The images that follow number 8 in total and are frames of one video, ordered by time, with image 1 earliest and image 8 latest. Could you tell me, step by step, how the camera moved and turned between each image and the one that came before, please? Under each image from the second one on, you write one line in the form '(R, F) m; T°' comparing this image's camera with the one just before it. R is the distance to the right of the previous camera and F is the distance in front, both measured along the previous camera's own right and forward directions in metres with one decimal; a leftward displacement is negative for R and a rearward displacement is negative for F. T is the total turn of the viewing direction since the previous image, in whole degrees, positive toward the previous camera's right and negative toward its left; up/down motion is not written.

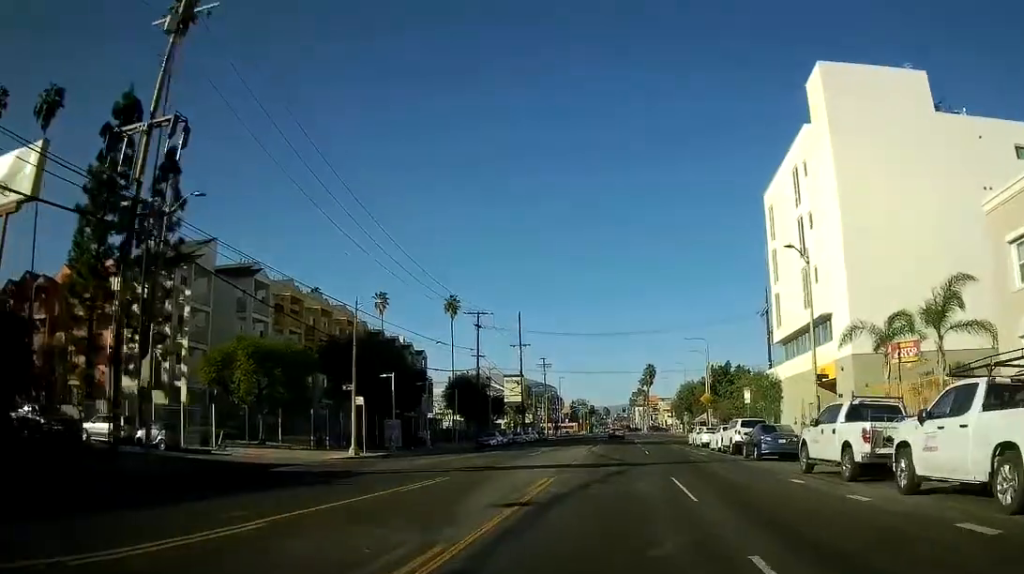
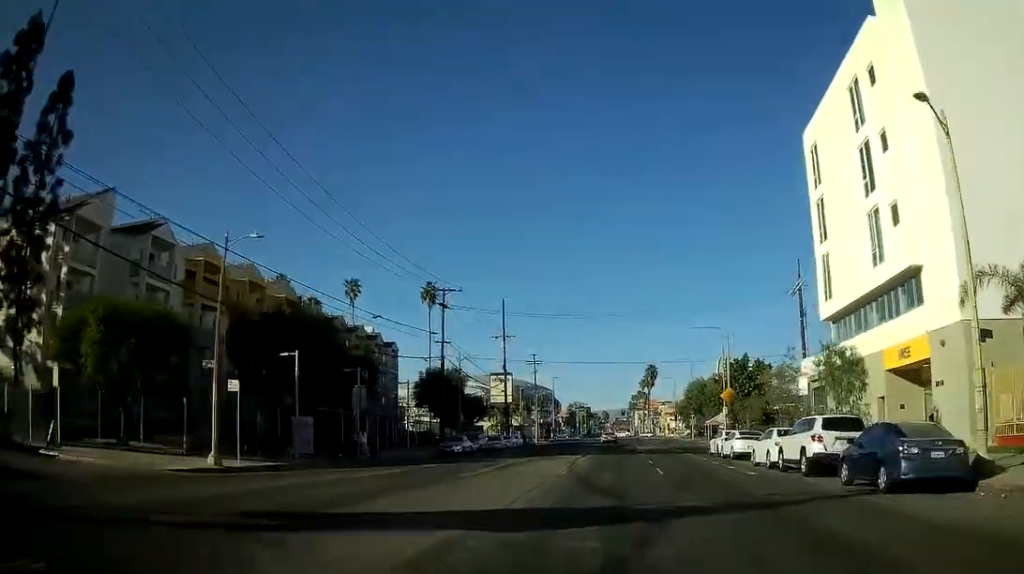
(0.0, +14.9) m; 0°
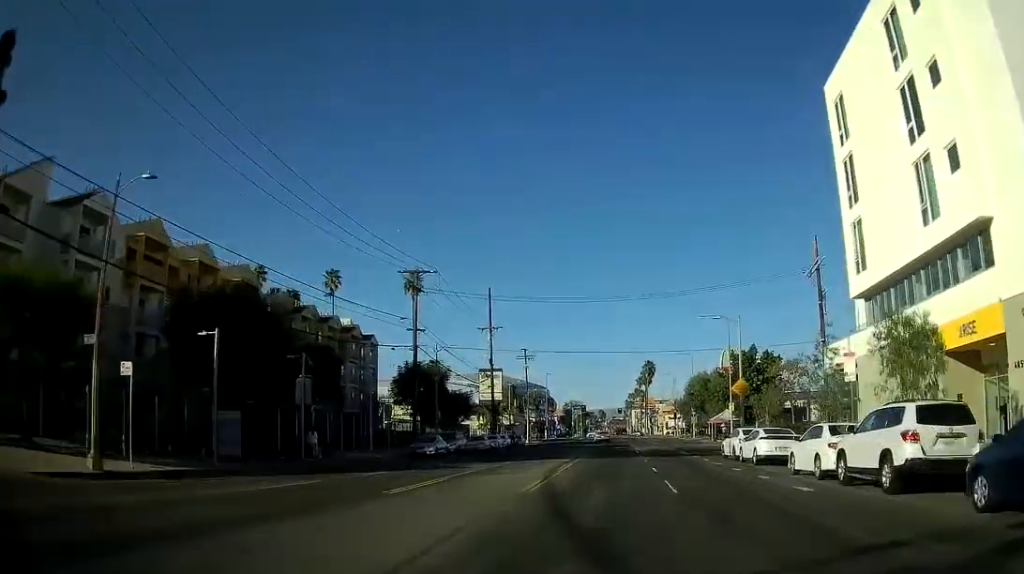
(0.0, +6.9) m; 0°
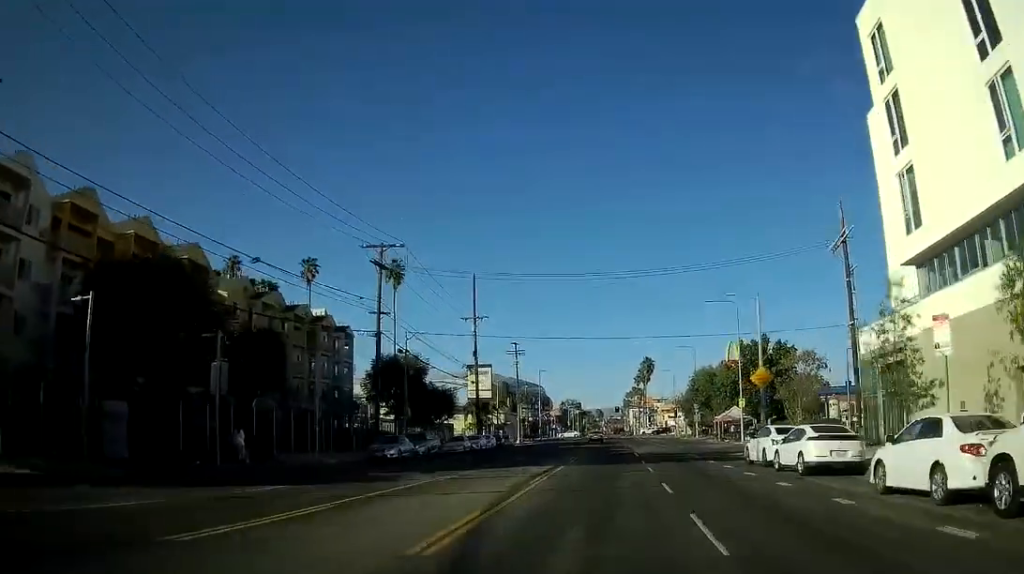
(0.0, +8.1) m; 0°
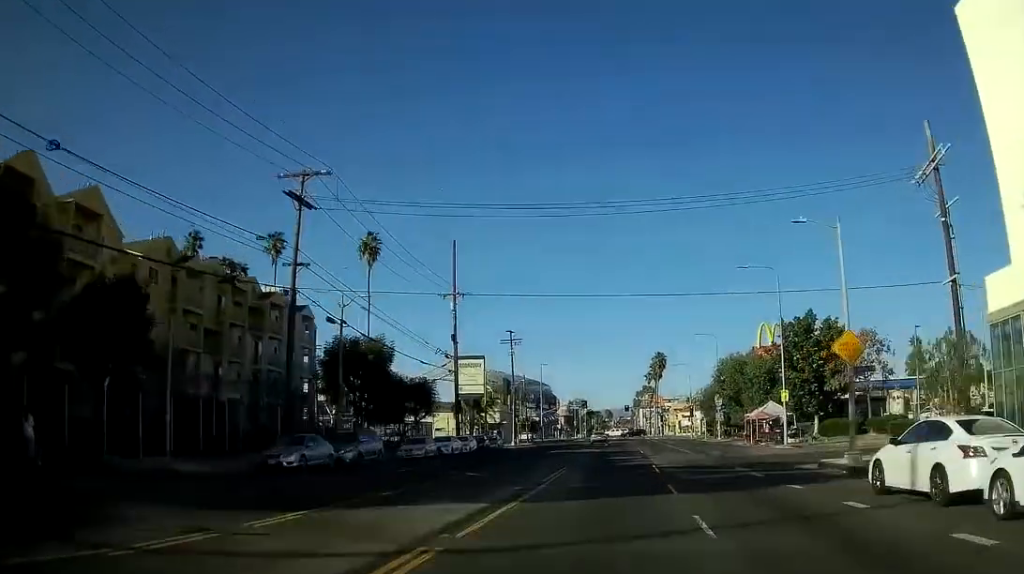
(0.0, +14.0) m; 0°
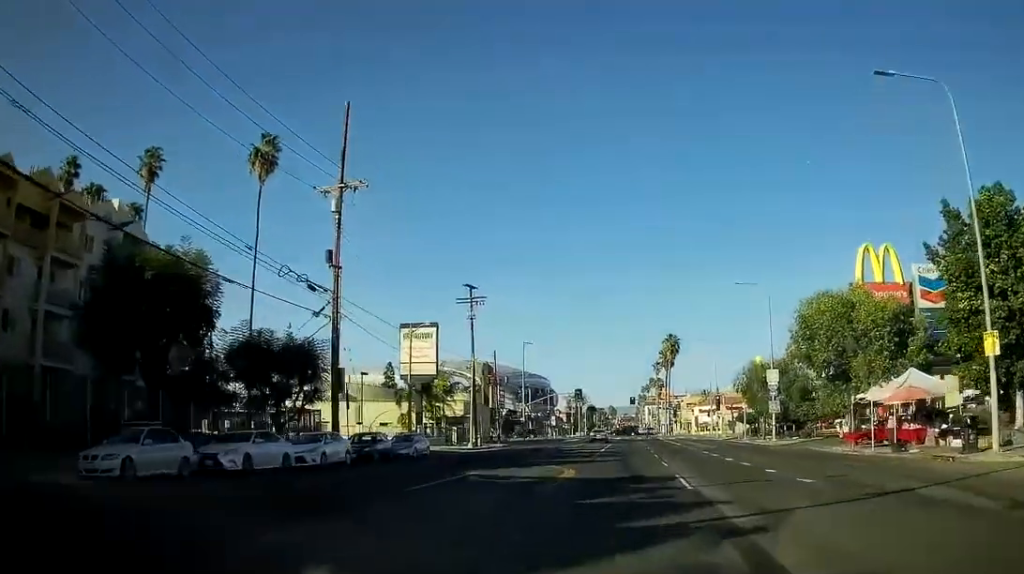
(-0.2, +29.3) m; -3°
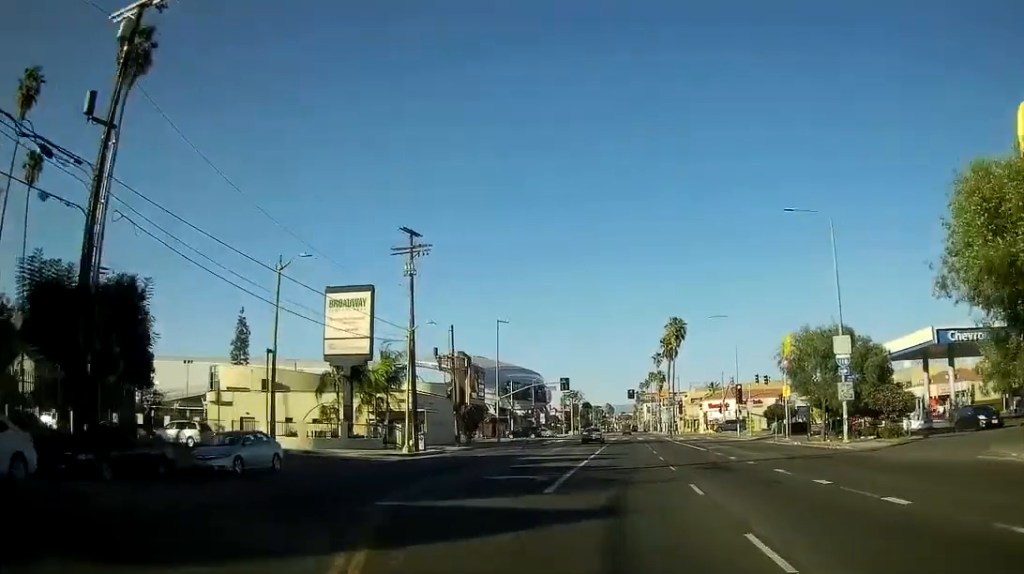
(-0.4, +20.4) m; +1°
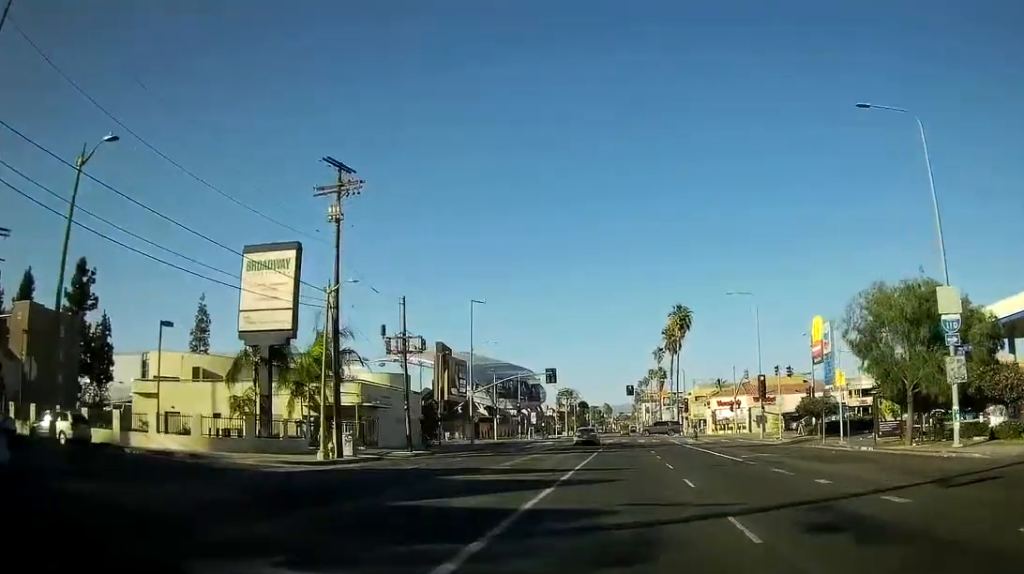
(+0.4, +14.8) m; +2°
